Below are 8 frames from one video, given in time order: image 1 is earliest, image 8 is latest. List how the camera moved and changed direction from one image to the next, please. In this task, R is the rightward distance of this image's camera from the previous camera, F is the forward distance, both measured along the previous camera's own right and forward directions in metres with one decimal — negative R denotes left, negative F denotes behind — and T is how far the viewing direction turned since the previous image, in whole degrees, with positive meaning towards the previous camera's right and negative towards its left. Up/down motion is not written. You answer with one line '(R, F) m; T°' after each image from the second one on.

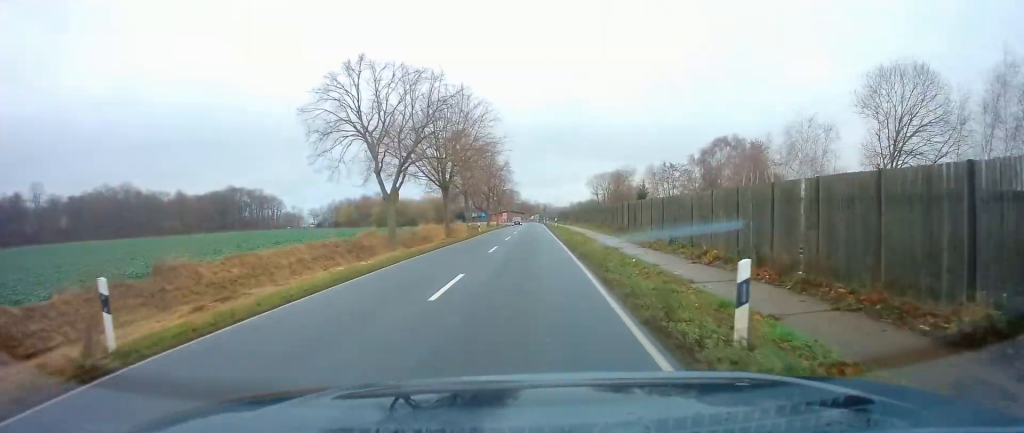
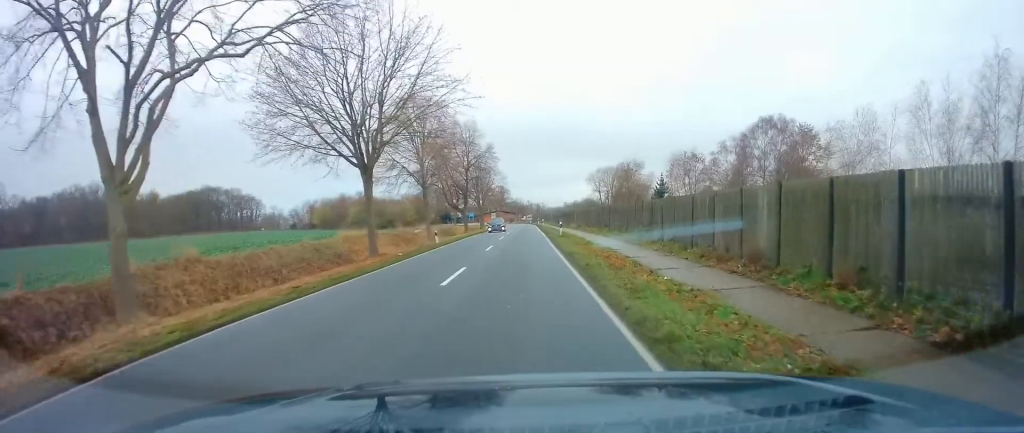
(0.0, +21.3) m; -1°
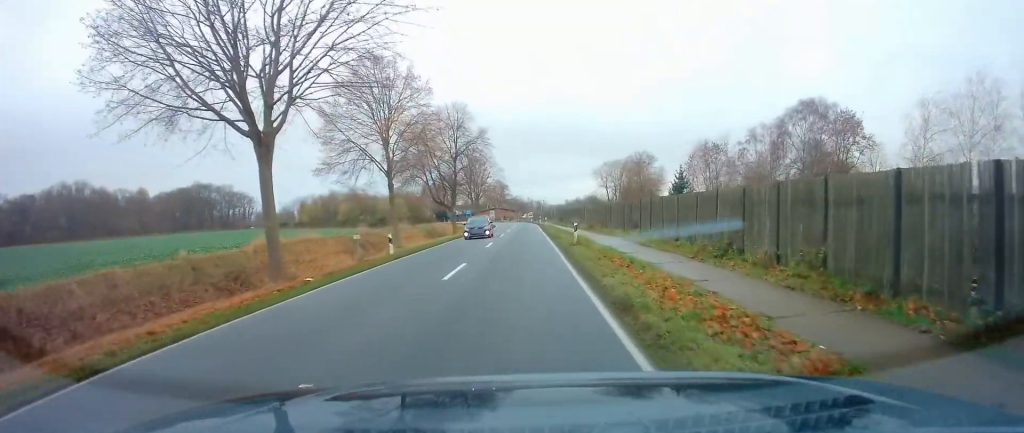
(0.0, +11.3) m; 0°
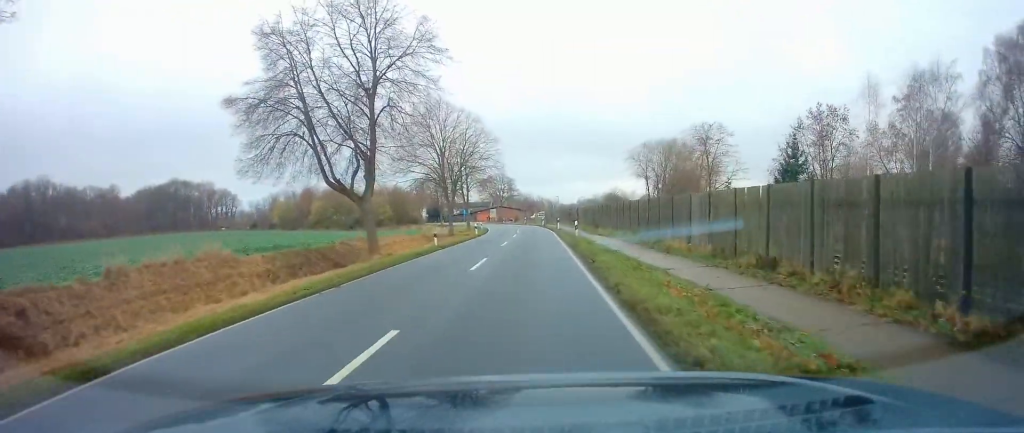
(0.0, +33.9) m; +1°
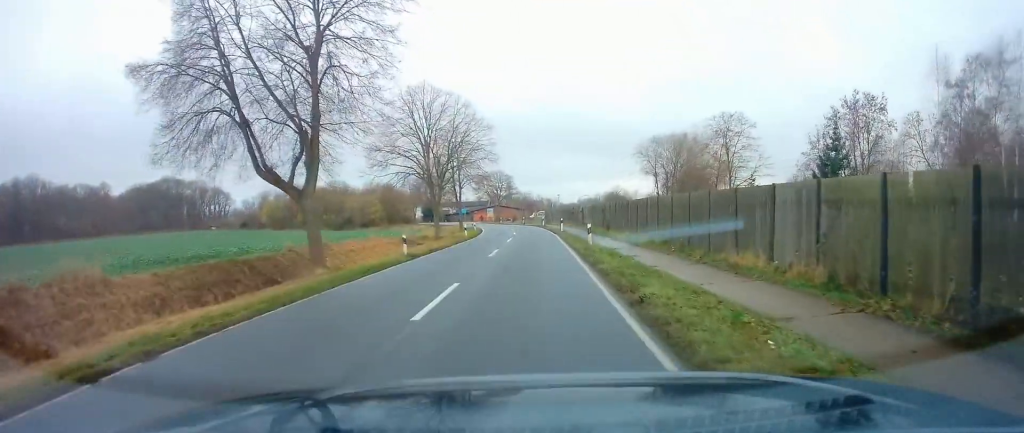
(0.0, +7.2) m; 0°
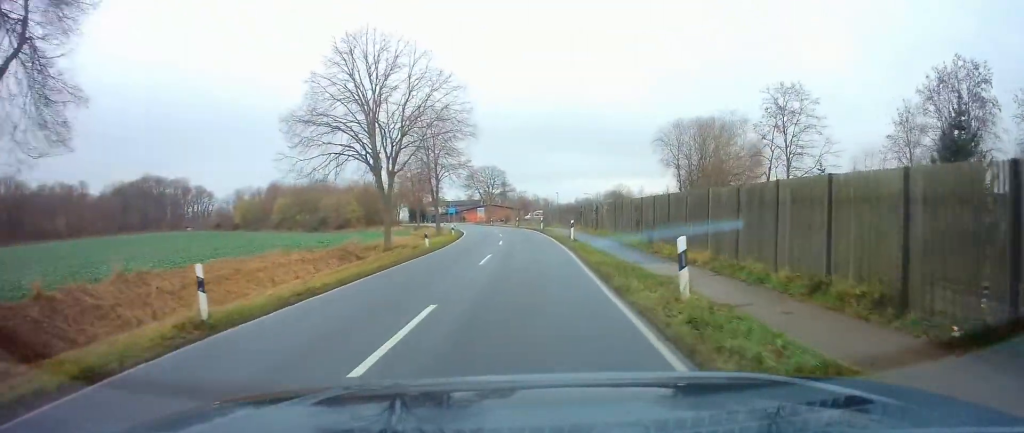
(+0.3, +14.8) m; -1°
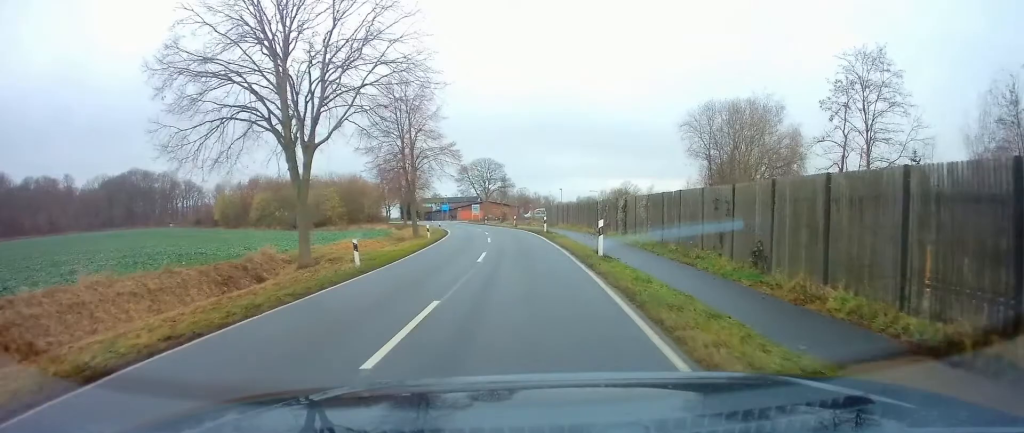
(-0.5, +11.8) m; -1°
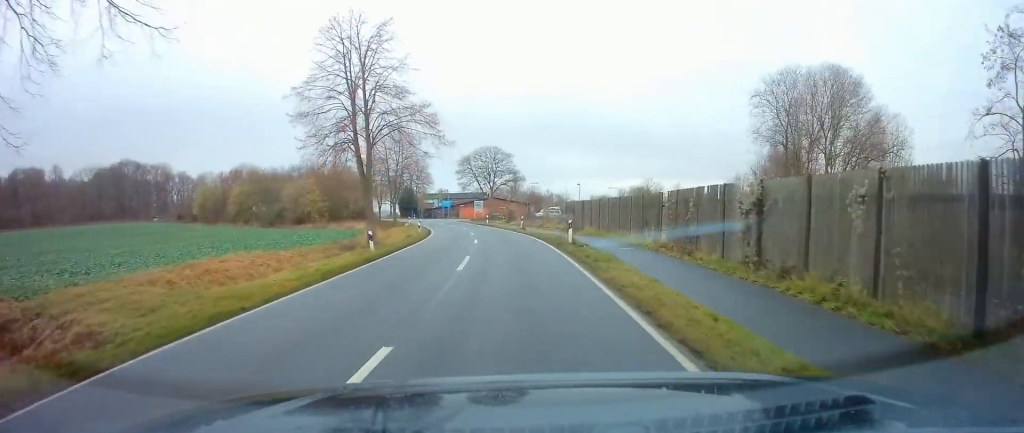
(+0.2, +15.4) m; 0°
